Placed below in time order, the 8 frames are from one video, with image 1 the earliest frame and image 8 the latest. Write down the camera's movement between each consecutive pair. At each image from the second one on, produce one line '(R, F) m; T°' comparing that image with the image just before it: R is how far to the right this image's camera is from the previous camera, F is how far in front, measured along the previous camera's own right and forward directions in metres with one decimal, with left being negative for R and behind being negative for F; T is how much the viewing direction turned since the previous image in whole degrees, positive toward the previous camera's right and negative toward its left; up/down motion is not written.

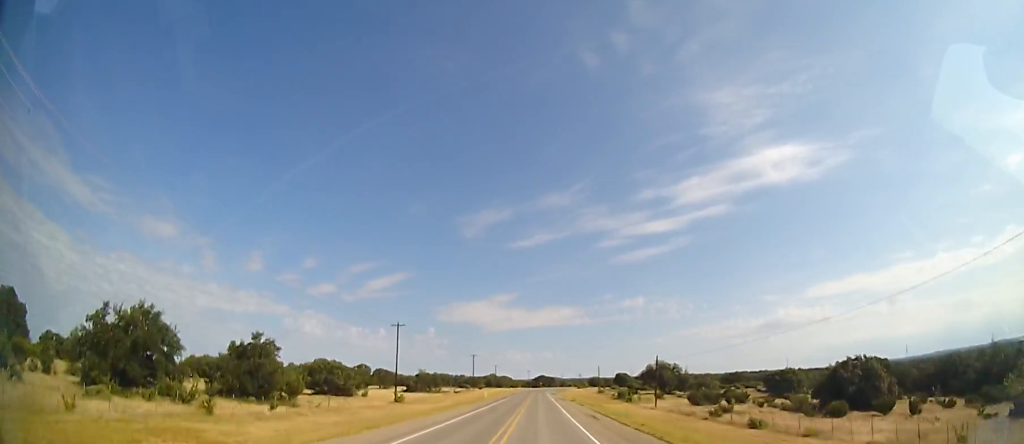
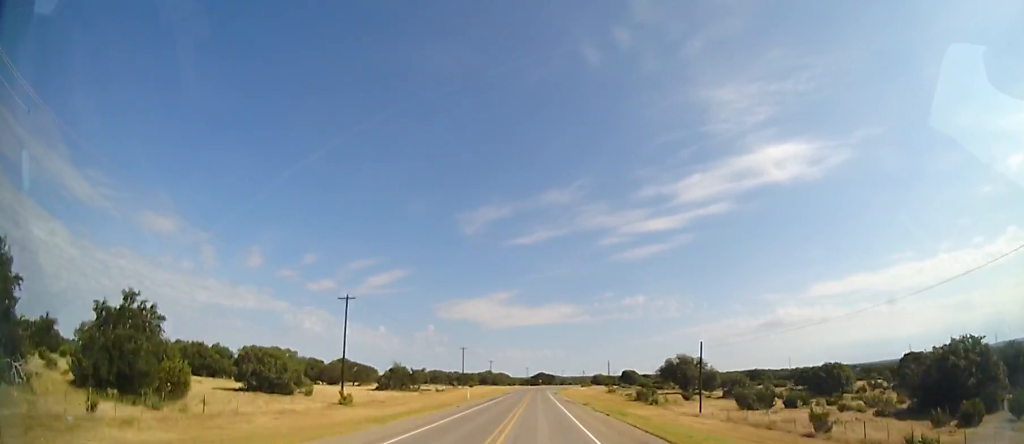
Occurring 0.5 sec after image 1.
(-0.1, +17.9) m; 0°
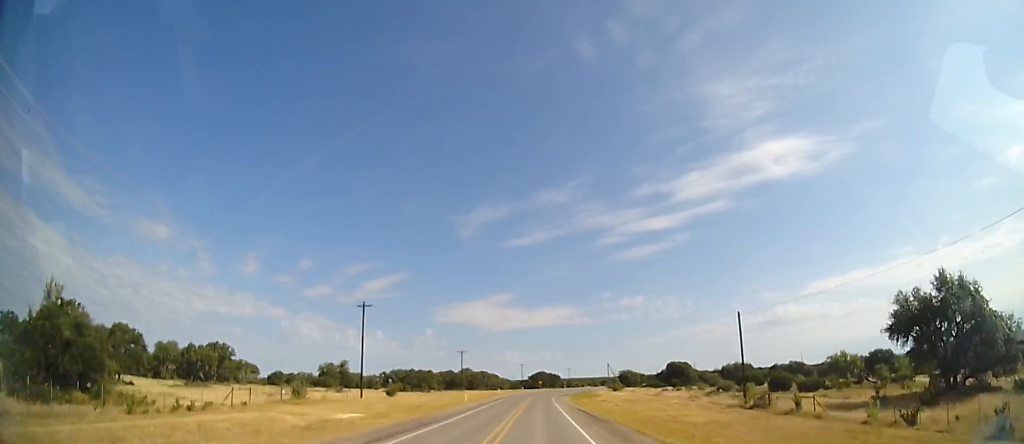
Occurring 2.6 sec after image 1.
(0.0, +68.8) m; +1°
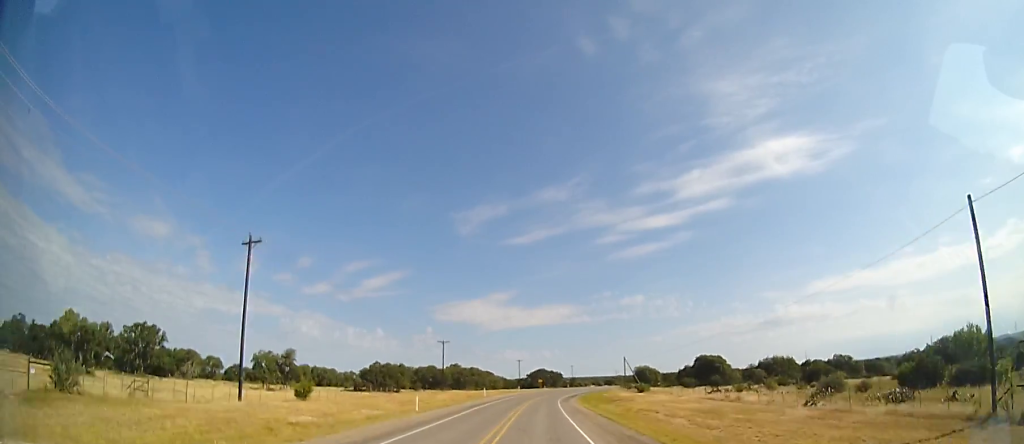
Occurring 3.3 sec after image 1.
(+0.3, +23.2) m; +1°
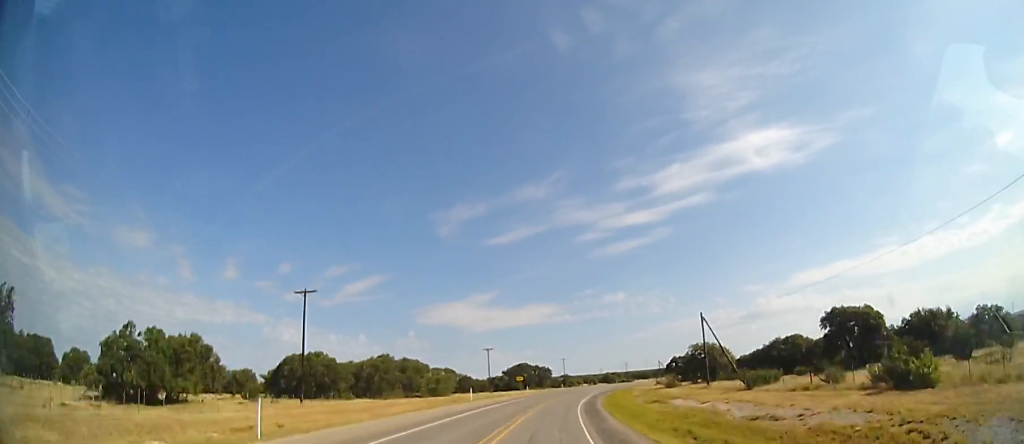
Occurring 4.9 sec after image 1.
(+0.5, +53.8) m; +2°
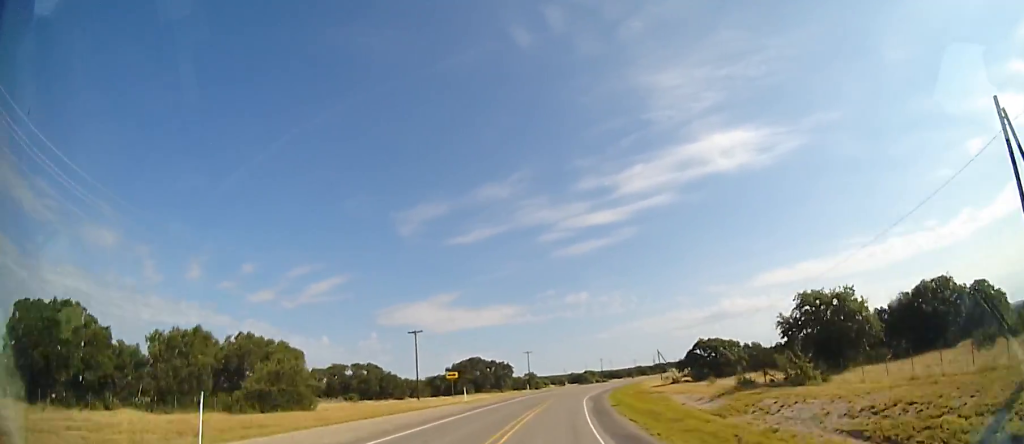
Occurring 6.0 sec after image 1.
(+1.0, +36.0) m; +4°
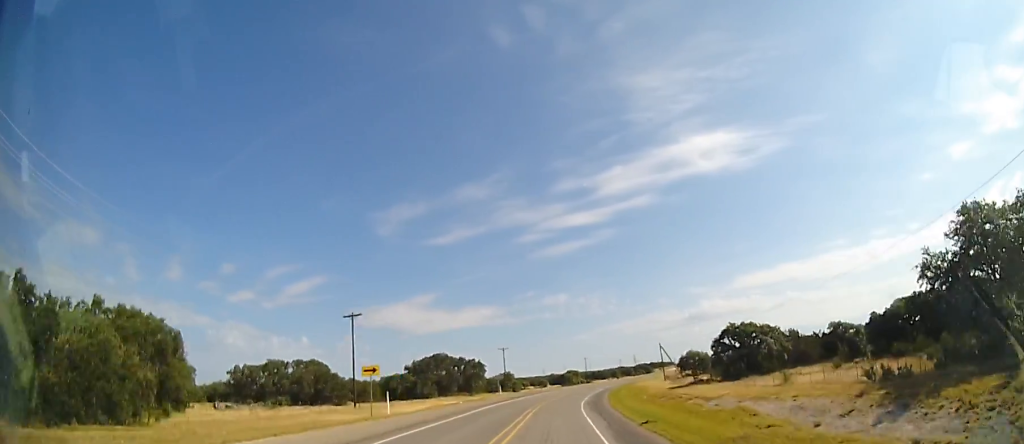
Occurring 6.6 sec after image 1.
(+0.3, +17.3) m; +2°
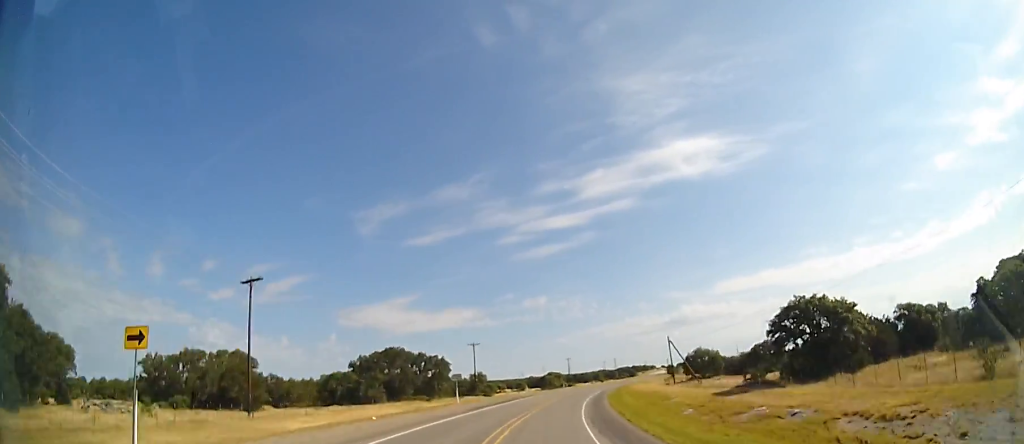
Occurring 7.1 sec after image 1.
(+0.4, +17.2) m; +2°
